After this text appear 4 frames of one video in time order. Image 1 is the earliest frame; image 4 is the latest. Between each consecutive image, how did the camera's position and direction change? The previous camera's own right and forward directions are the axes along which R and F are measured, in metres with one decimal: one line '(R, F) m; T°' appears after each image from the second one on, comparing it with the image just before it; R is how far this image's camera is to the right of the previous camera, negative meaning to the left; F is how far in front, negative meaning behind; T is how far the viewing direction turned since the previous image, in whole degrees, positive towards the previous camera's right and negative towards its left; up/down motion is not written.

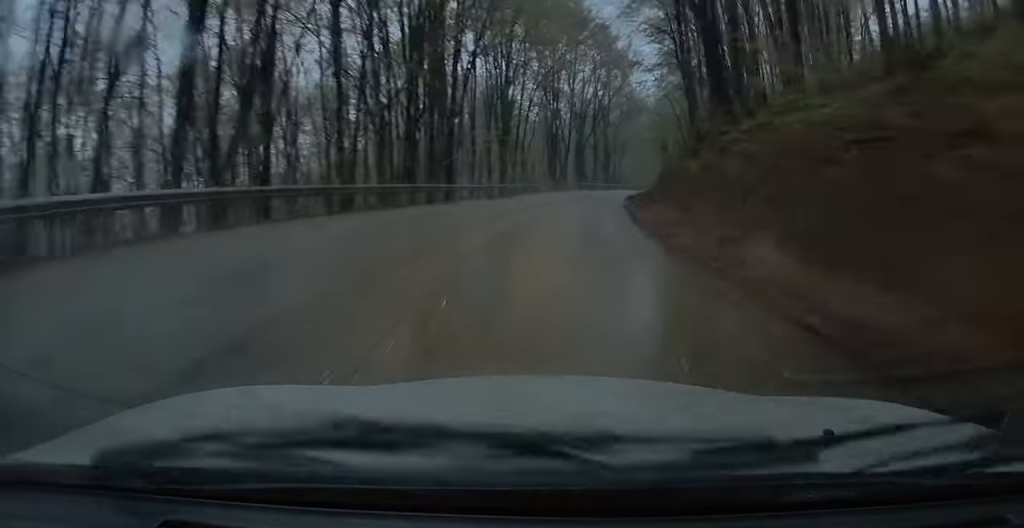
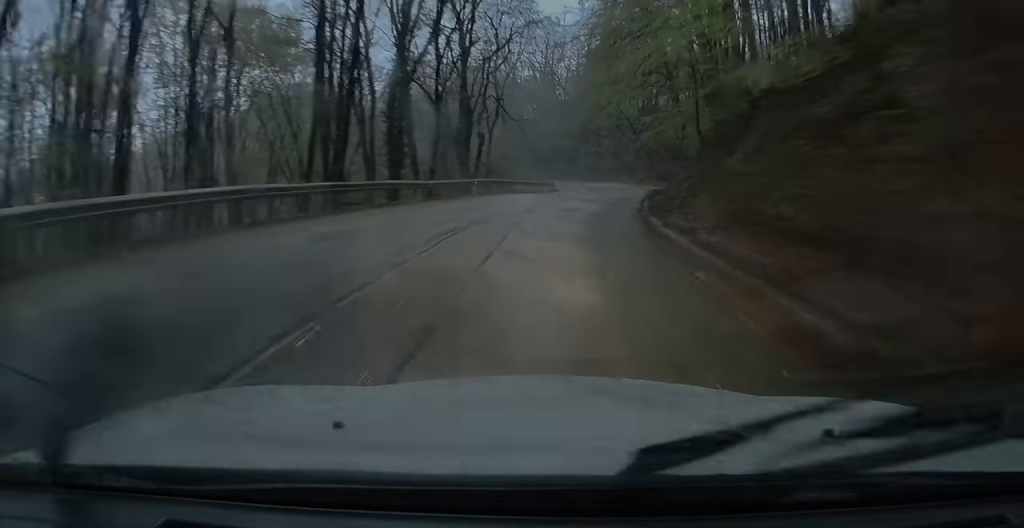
(+5.5, +55.0) m; +12°
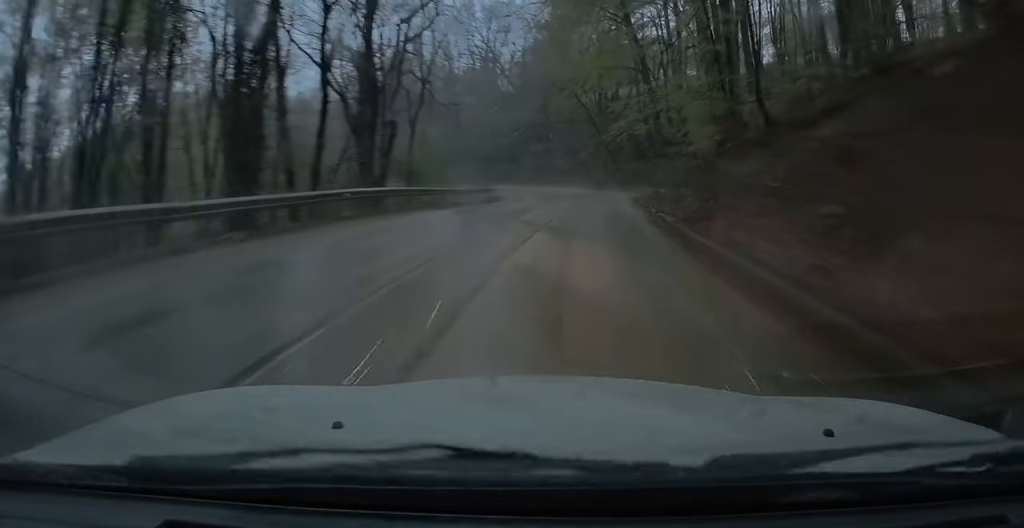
(+0.3, +13.9) m; +2°
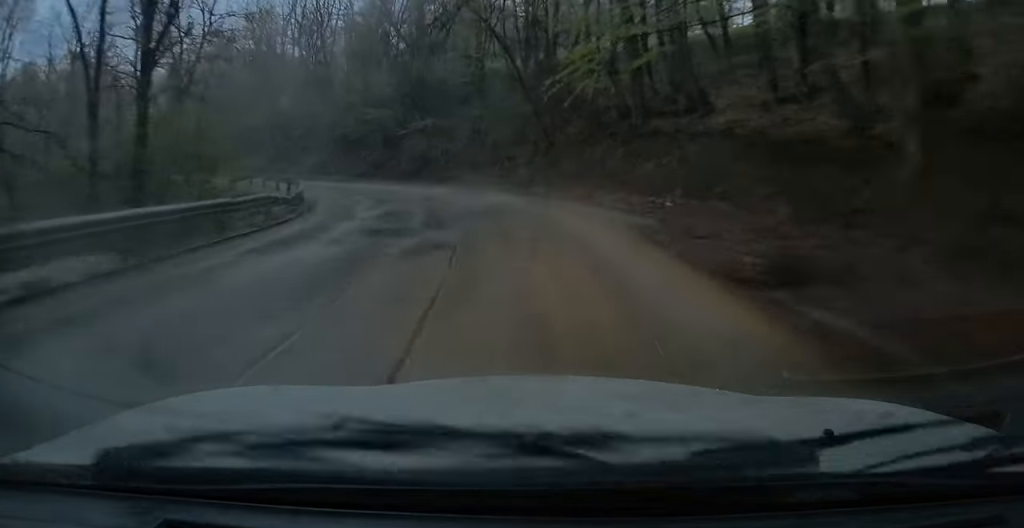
(+1.8, +25.0) m; +4°
